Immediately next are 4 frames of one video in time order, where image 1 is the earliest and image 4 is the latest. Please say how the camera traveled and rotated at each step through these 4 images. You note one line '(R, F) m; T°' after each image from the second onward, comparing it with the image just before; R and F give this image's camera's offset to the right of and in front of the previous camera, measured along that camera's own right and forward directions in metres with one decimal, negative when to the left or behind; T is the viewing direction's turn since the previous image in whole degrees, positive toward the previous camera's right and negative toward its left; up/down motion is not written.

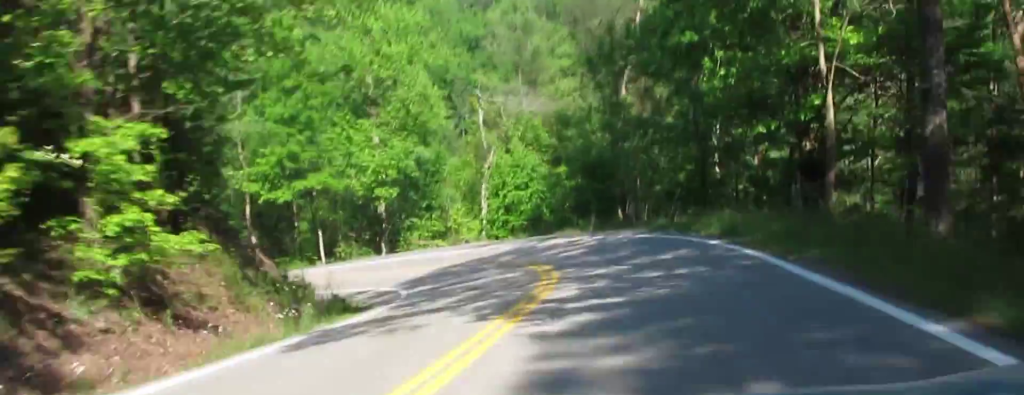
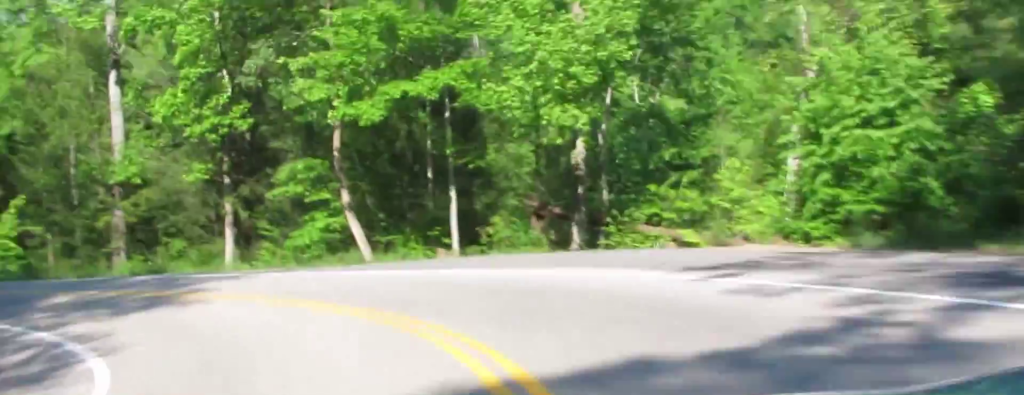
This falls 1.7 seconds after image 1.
(-5.5, +16.3) m; -34°
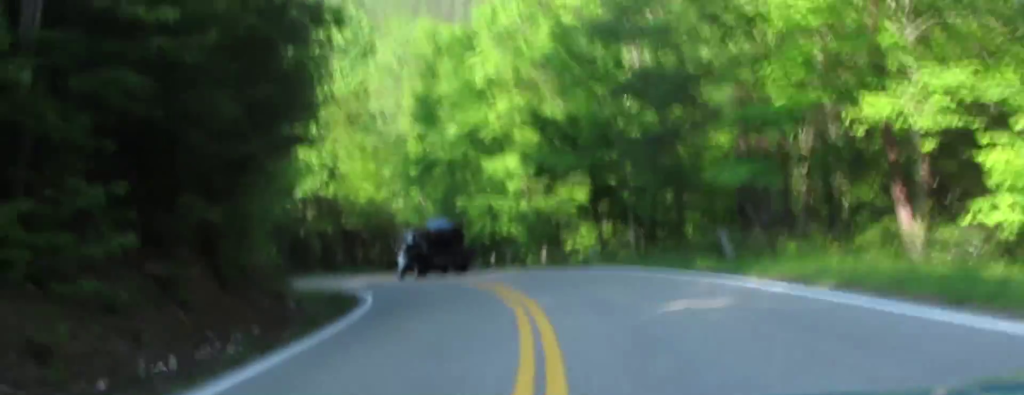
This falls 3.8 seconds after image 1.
(-7.8, +30.0) m; -30°
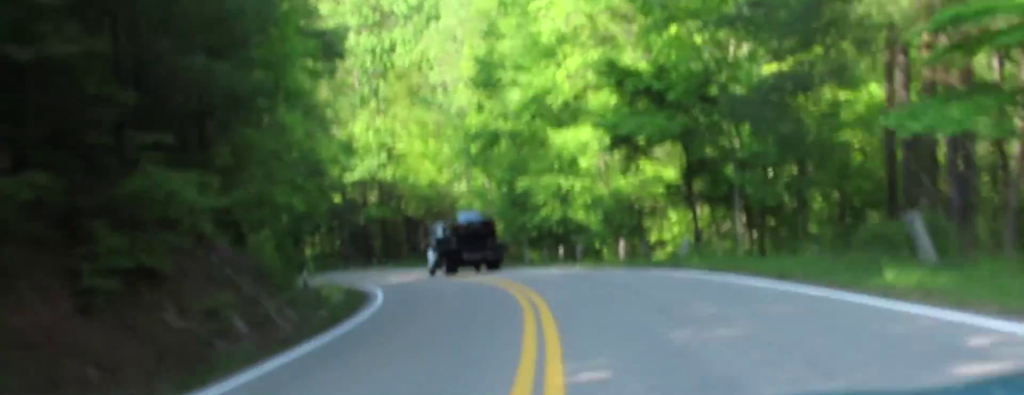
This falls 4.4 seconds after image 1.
(-1.3, +11.2) m; -8°
